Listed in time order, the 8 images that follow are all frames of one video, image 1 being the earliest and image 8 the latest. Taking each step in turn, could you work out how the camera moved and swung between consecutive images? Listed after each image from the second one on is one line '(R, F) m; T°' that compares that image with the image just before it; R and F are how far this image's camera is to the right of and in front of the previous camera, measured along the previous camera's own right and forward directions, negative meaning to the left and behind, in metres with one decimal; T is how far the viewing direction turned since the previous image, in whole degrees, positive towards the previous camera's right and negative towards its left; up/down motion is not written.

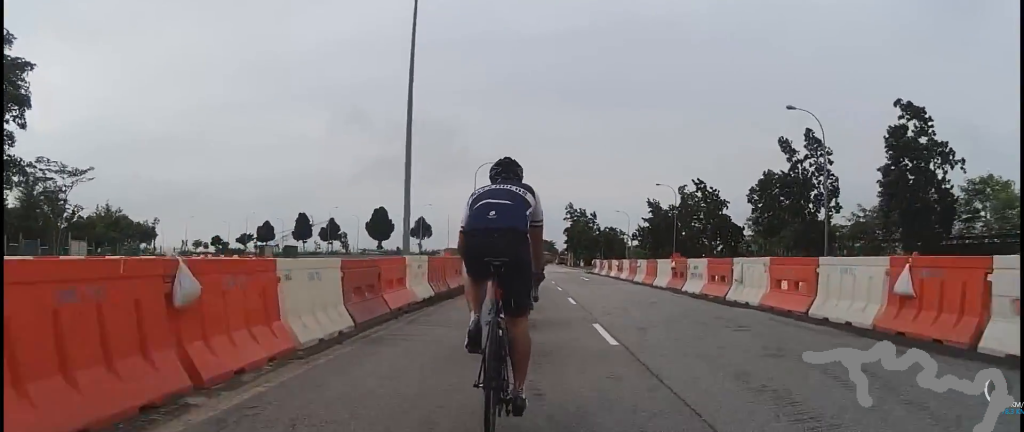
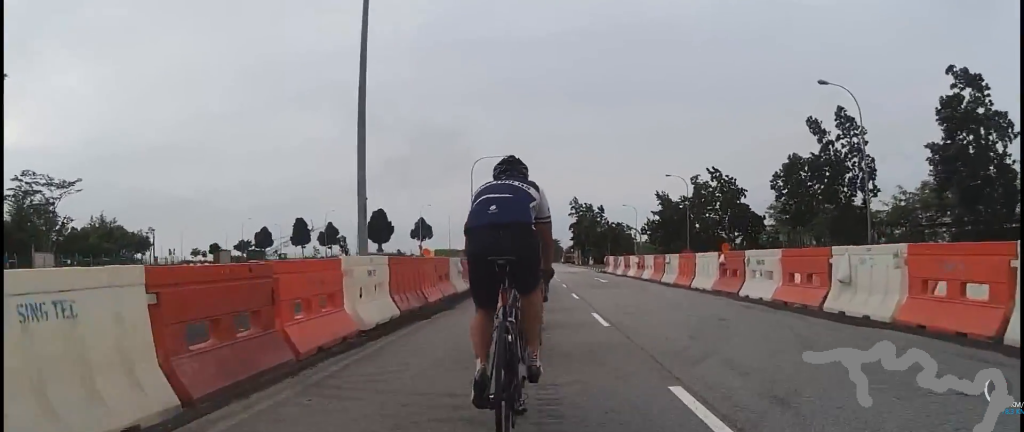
(-0.4, +4.6) m; -4°
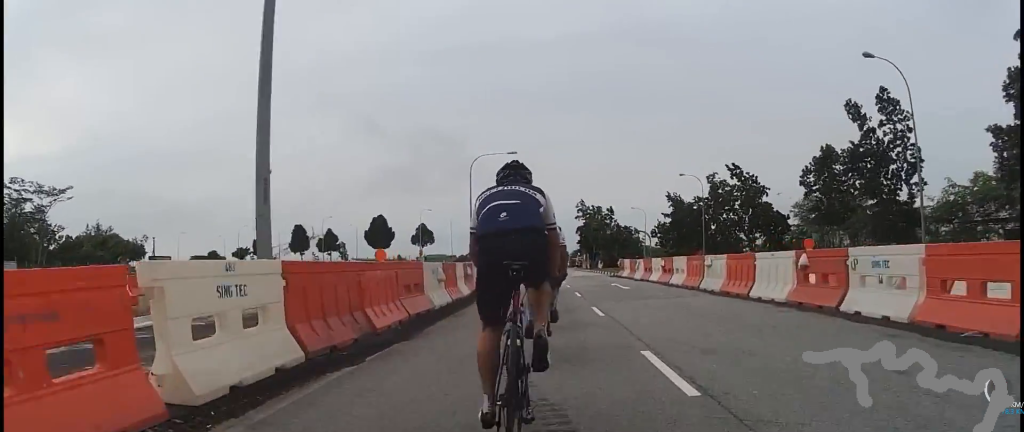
(-0.1, +4.2) m; -2°
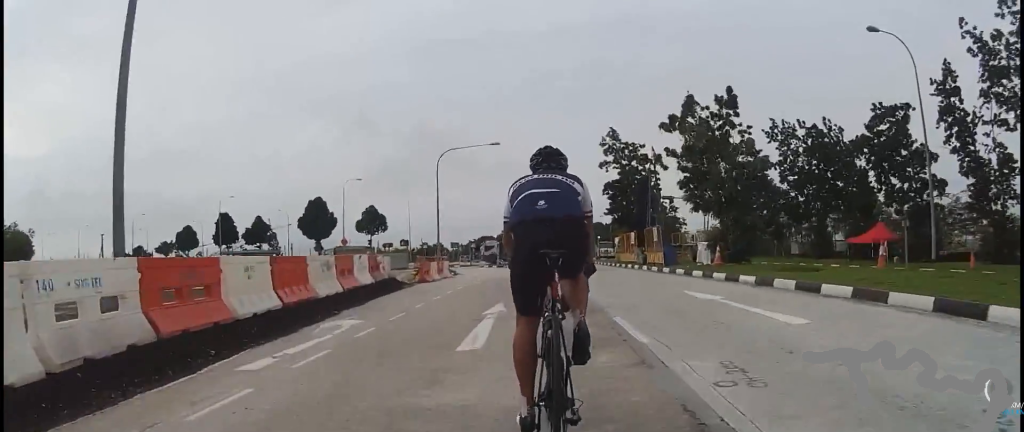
(0.0, +38.5) m; +8°
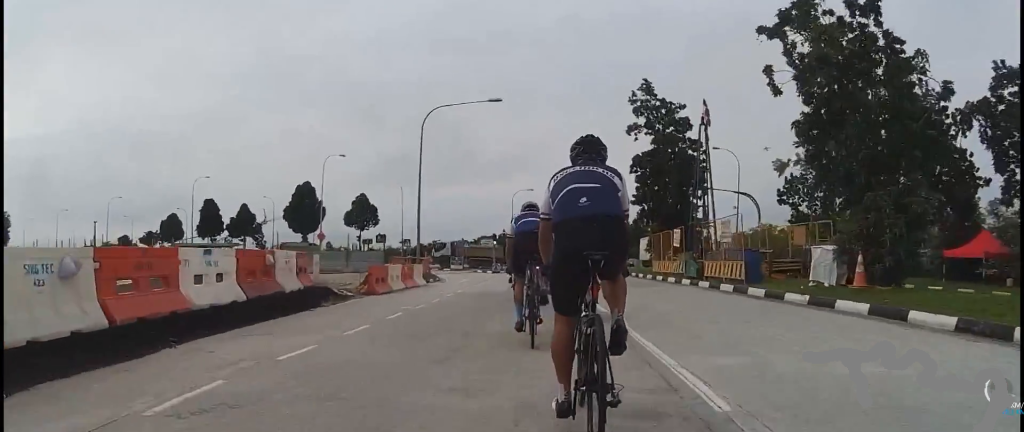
(+1.2, +8.2) m; +1°
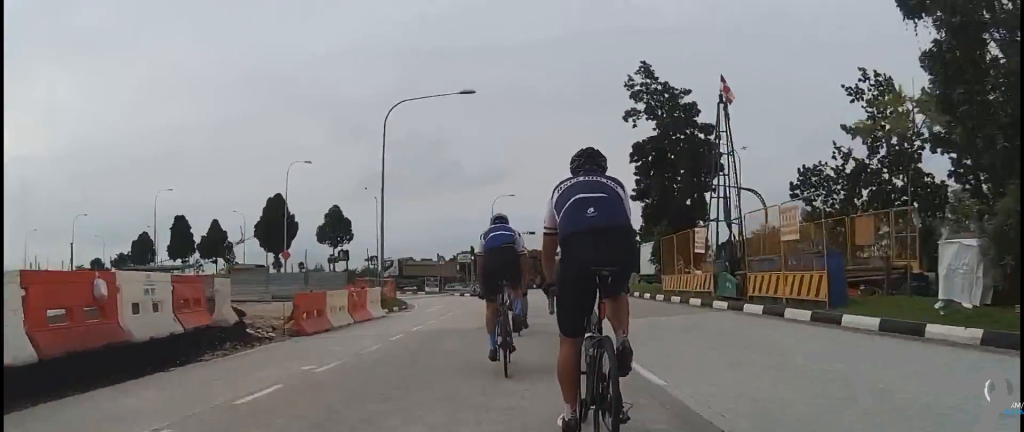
(0.0, +4.6) m; -2°
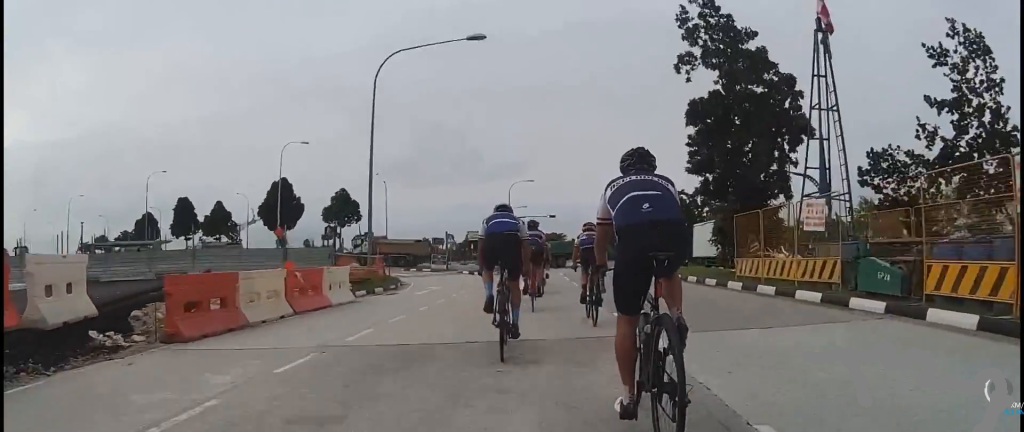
(-0.7, +5.7) m; -5°
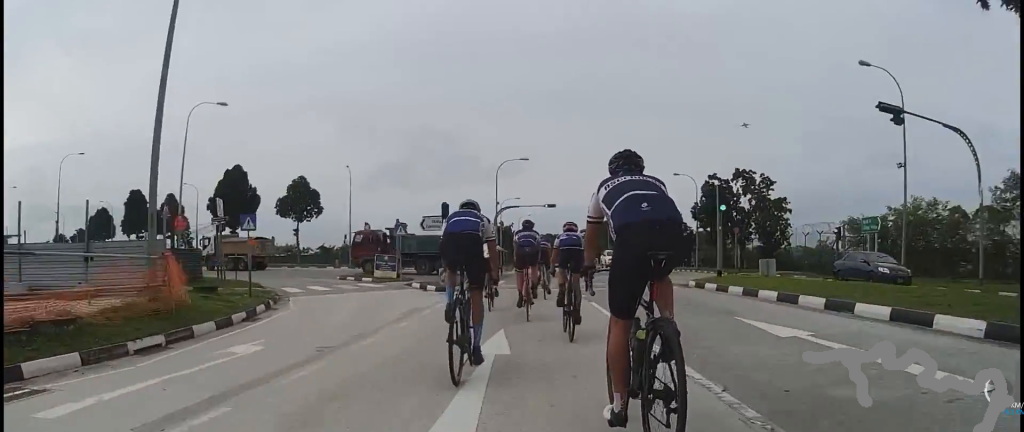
(-0.5, +14.7) m; -2°
